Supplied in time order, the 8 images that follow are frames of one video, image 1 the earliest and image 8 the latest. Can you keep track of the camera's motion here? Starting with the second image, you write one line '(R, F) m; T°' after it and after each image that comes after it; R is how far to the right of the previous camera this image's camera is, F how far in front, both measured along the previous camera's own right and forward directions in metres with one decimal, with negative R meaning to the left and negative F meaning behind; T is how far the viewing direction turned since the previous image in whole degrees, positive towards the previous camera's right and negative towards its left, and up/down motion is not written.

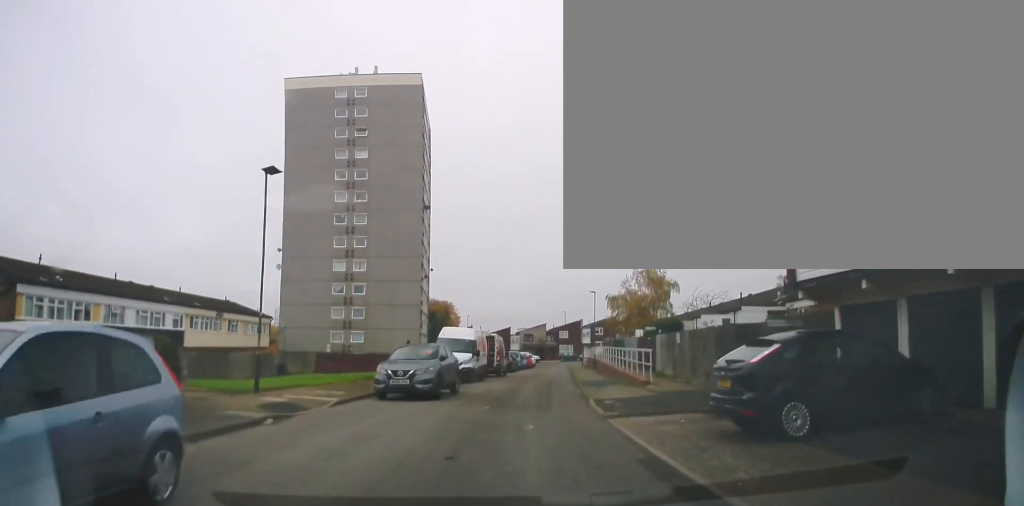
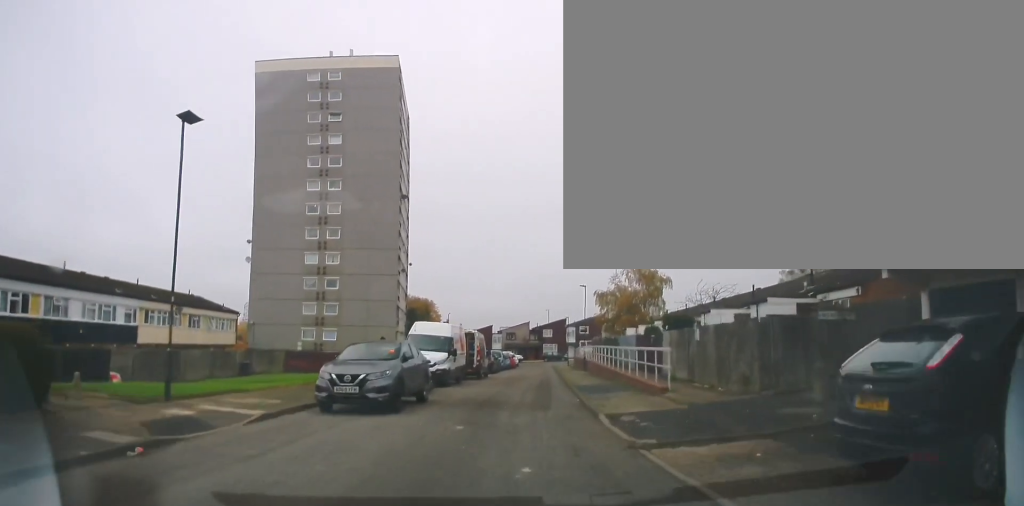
(0.0, +3.8) m; +3°
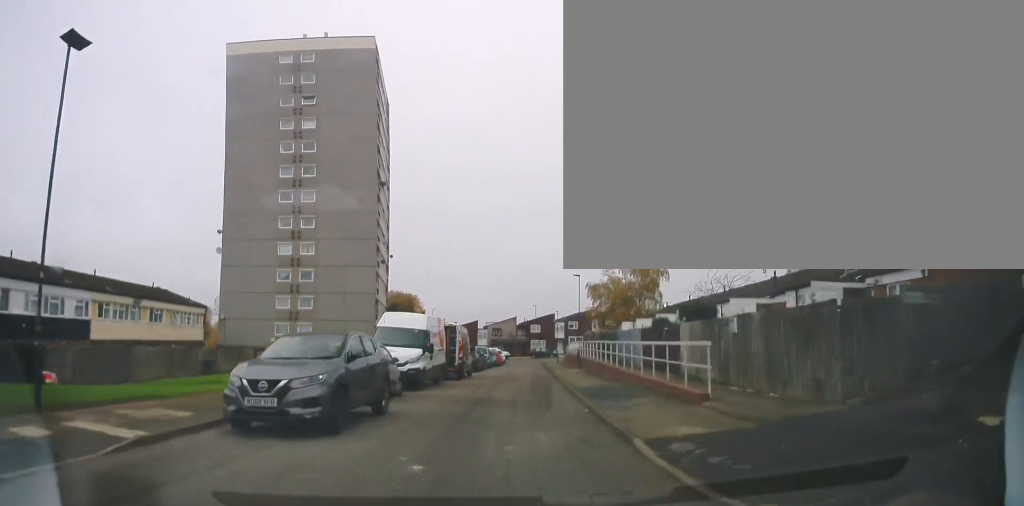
(+0.2, +3.7) m; +2°
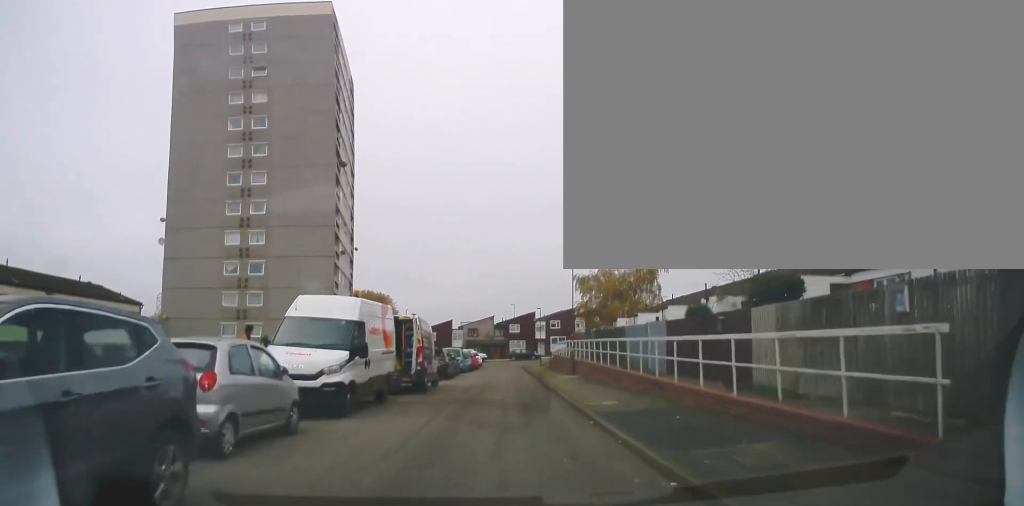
(-0.1, +6.9) m; 0°
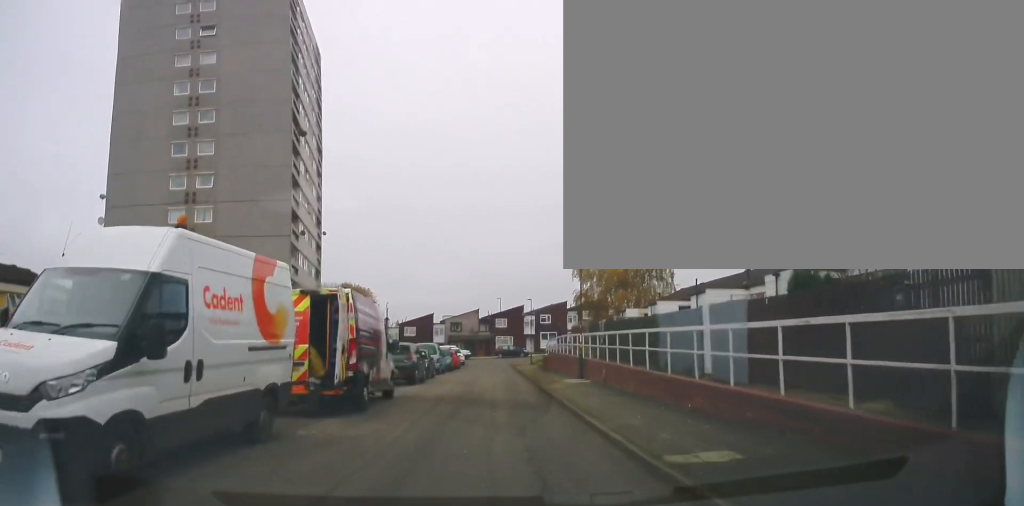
(0.0, +7.6) m; +3°
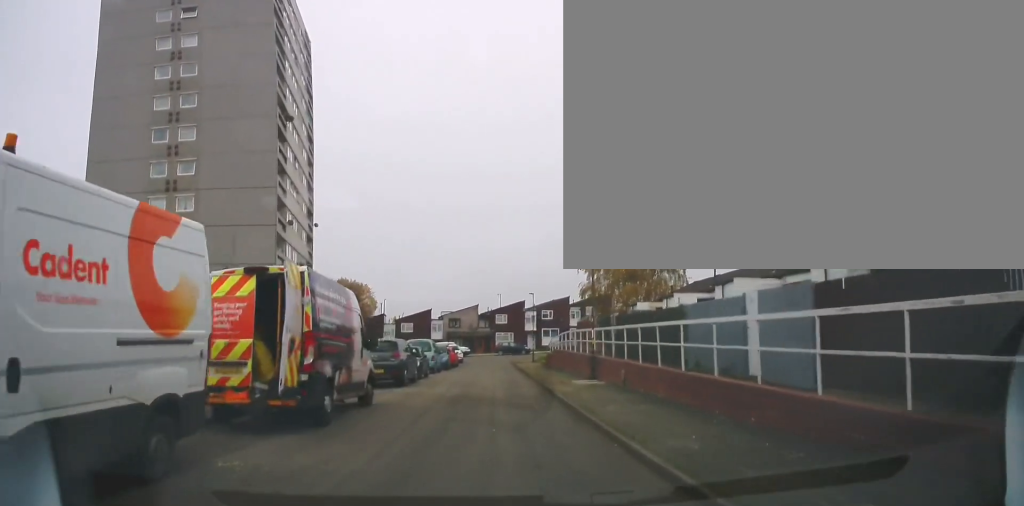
(+0.1, +2.8) m; +1°
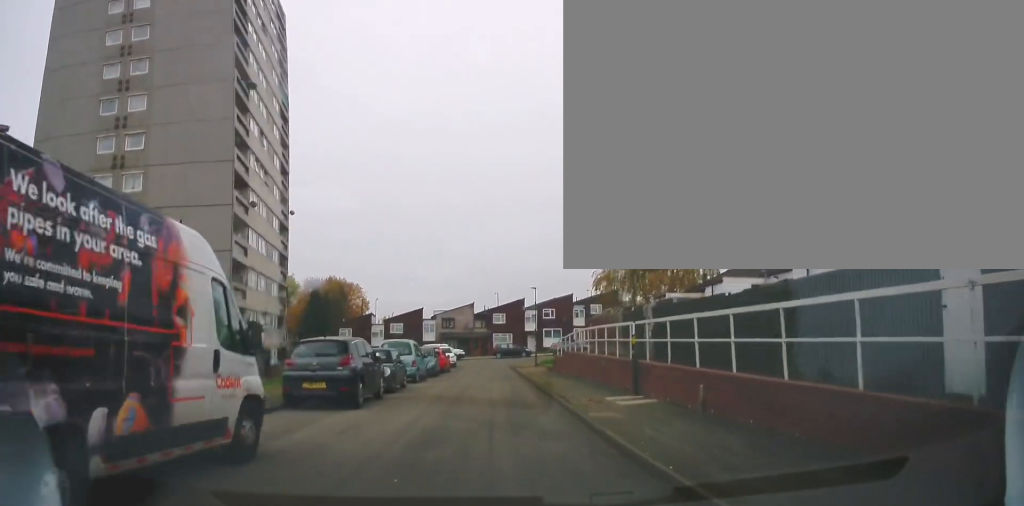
(+0.1, +6.2) m; -2°
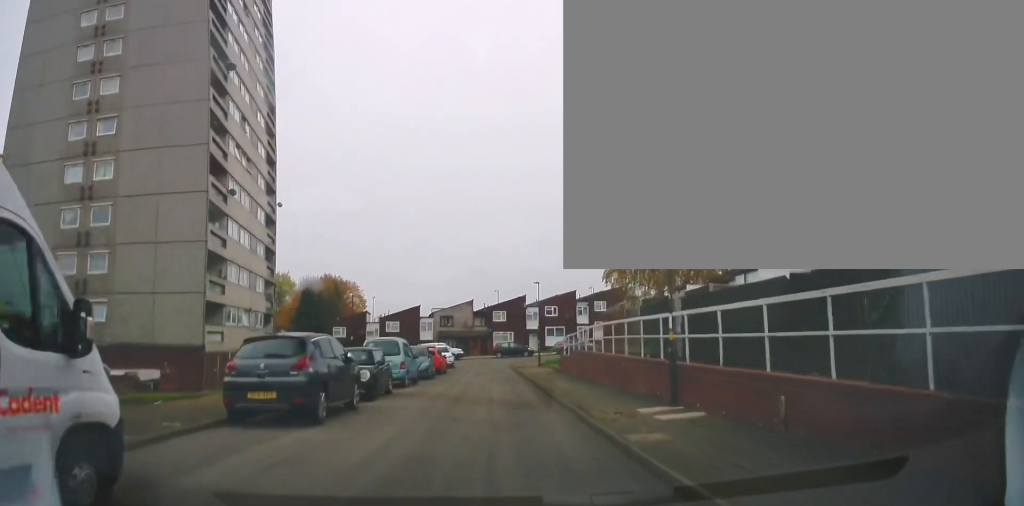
(-0.2, +3.3) m; -3°
